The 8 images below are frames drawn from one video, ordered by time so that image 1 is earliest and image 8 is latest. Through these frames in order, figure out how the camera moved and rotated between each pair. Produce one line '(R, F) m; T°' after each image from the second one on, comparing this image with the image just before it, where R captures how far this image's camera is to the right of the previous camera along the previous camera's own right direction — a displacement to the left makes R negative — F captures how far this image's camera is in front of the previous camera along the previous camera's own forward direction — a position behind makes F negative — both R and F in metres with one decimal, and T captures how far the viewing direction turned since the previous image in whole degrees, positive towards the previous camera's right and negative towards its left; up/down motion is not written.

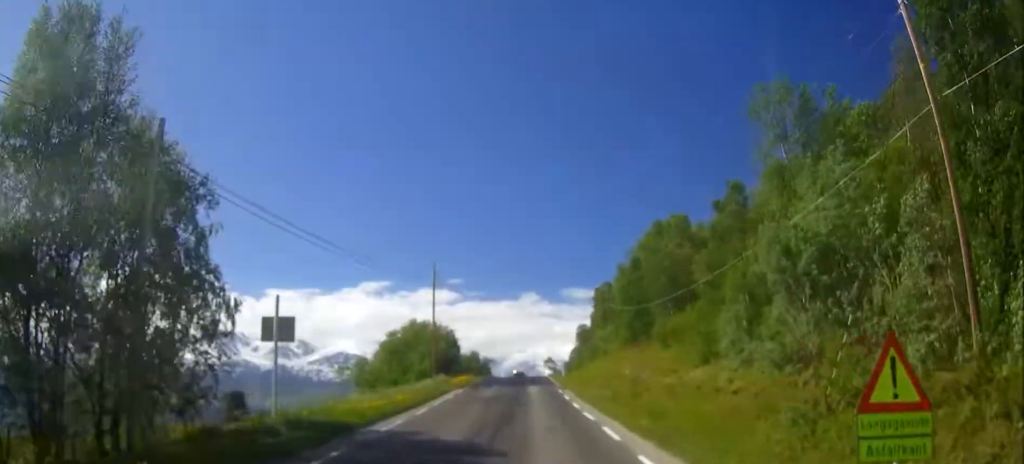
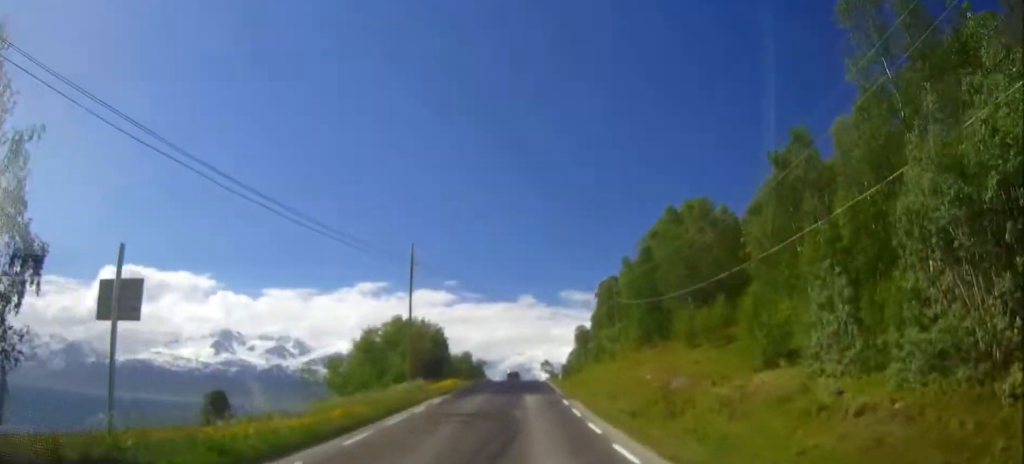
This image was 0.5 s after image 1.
(0.0, +6.6) m; 0°
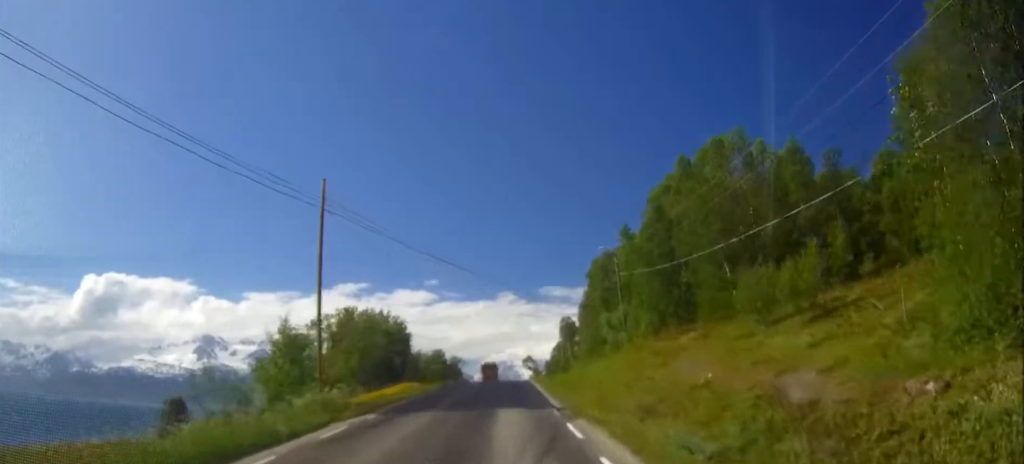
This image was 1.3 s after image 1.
(+0.1, +12.0) m; 0°
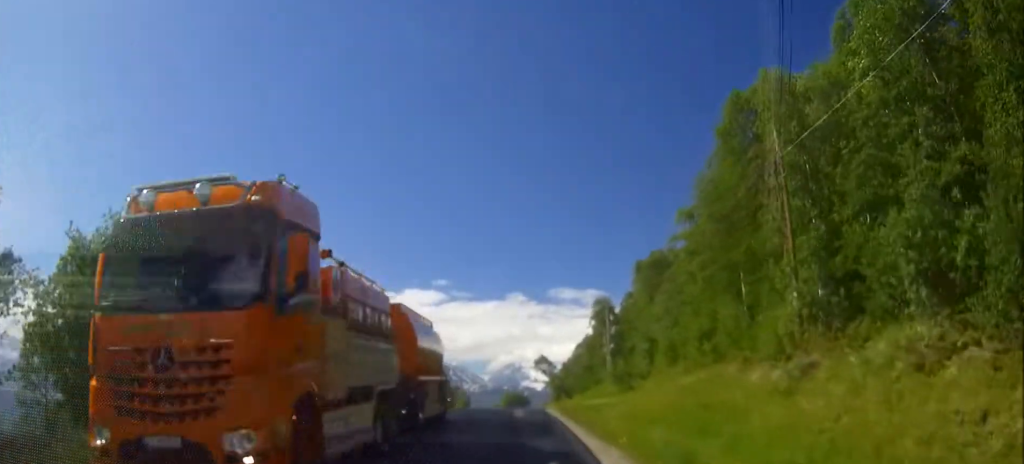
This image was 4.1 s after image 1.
(-0.2, +47.2) m; 0°
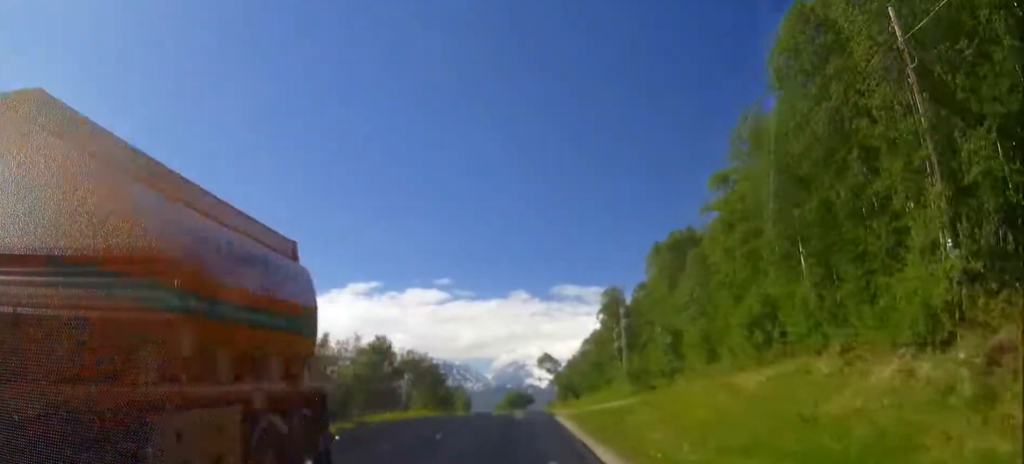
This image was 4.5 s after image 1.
(0.0, +7.7) m; 0°
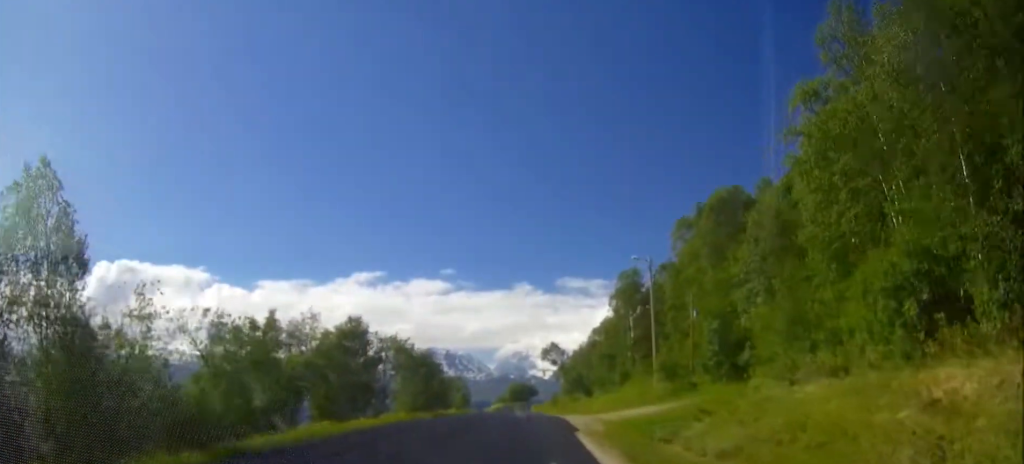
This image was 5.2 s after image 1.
(-0.1, +11.8) m; 0°
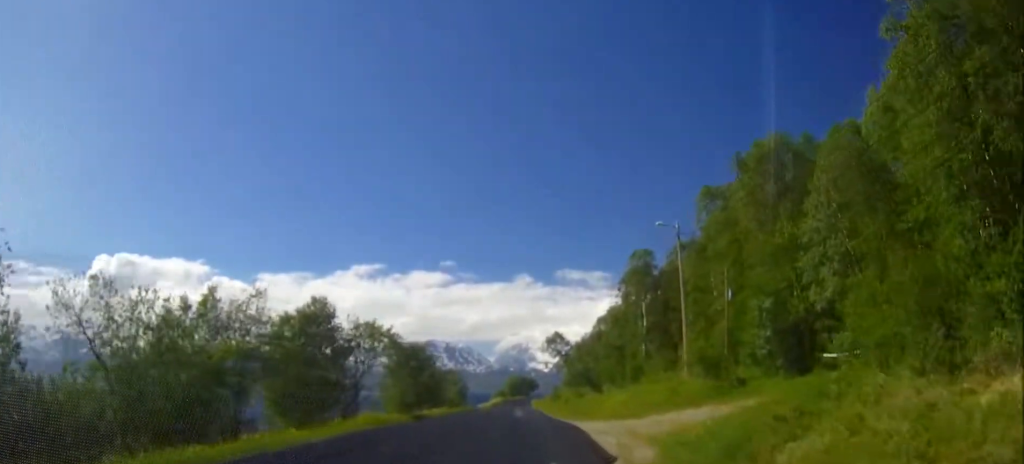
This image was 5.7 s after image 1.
(0.0, +8.8) m; 0°
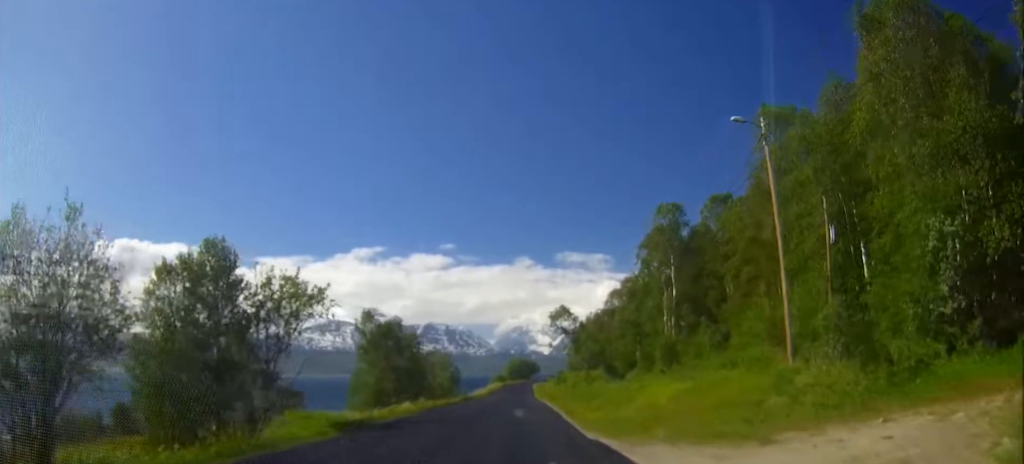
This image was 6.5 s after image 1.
(0.0, +14.7) m; 0°
